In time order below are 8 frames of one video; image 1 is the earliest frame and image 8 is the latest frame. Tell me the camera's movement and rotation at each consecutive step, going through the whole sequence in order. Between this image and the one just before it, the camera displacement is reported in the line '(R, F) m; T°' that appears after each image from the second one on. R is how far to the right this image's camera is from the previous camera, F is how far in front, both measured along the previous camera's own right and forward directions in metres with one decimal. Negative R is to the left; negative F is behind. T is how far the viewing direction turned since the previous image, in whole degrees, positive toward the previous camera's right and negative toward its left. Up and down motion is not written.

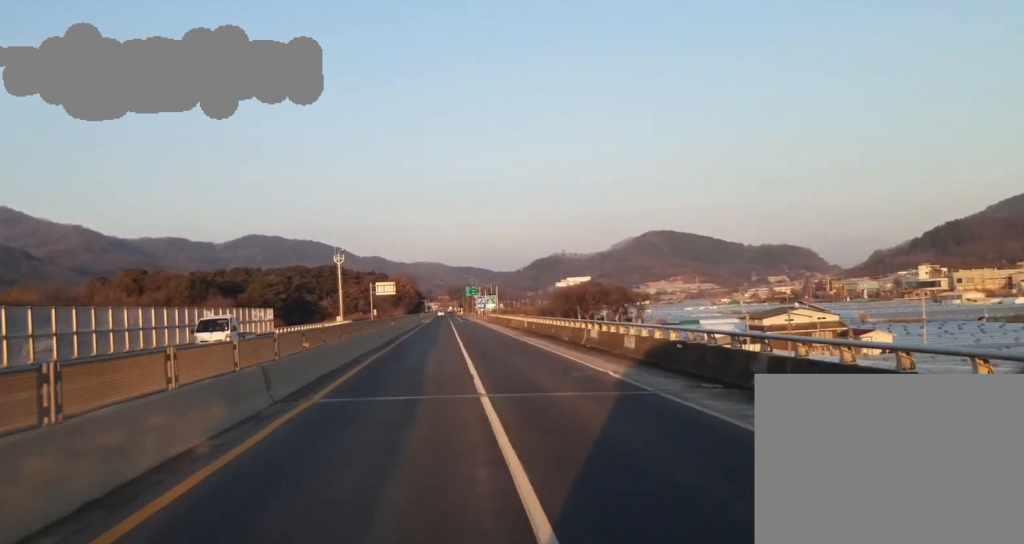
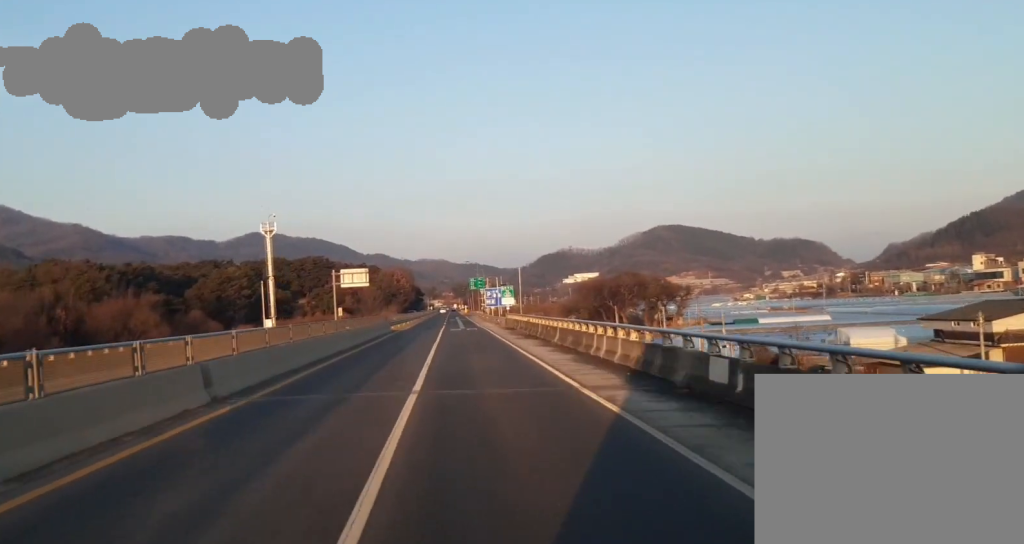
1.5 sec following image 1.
(+0.9, +58.4) m; 0°
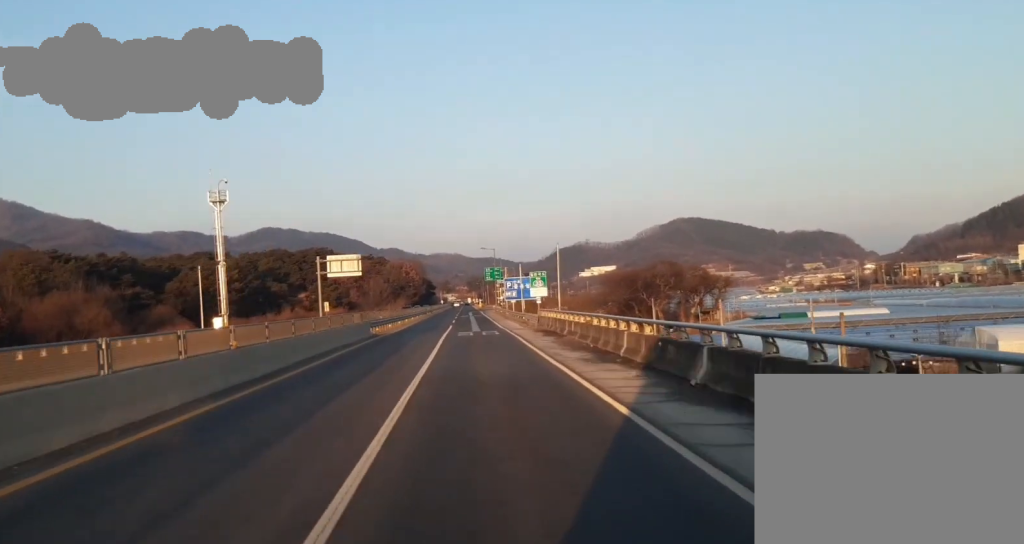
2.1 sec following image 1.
(-0.5, +25.6) m; -1°
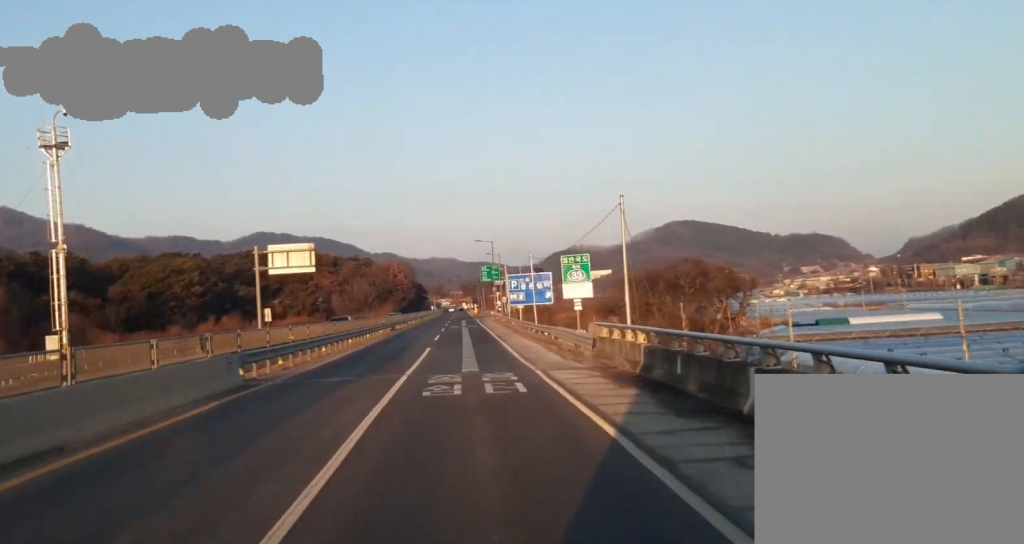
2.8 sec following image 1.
(-0.4, +29.8) m; -1°
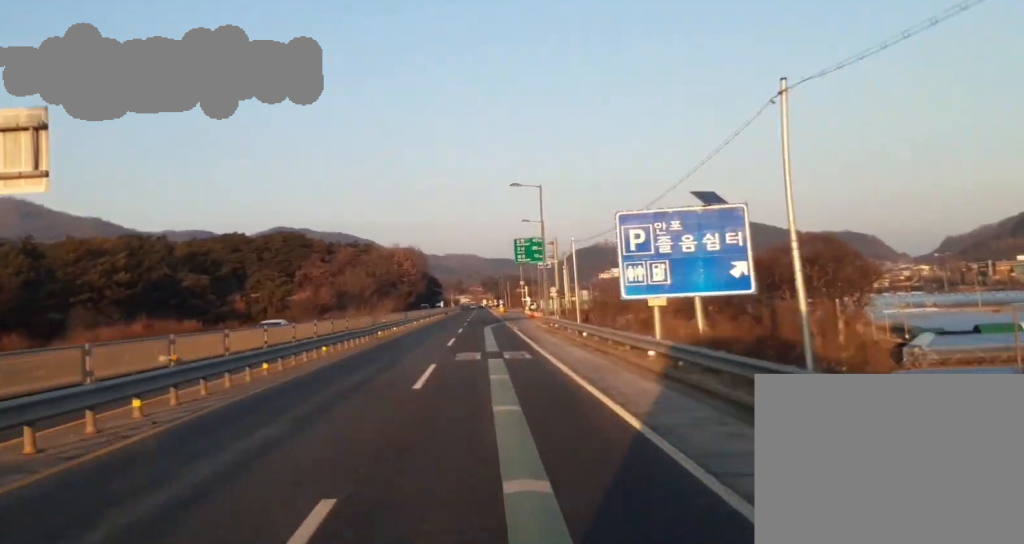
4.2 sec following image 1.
(-0.6, +57.2) m; 0°
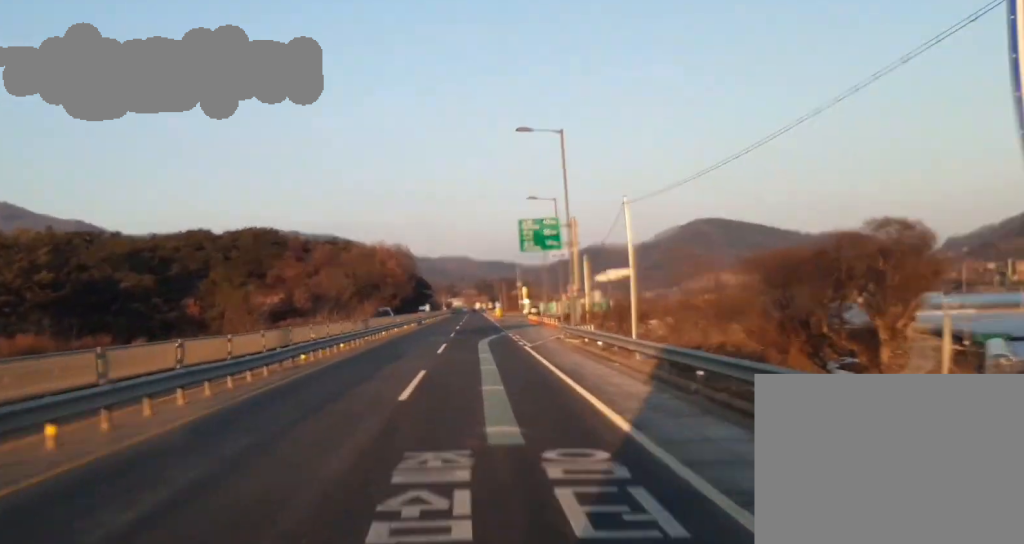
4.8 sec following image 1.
(0.0, +24.5) m; 0°
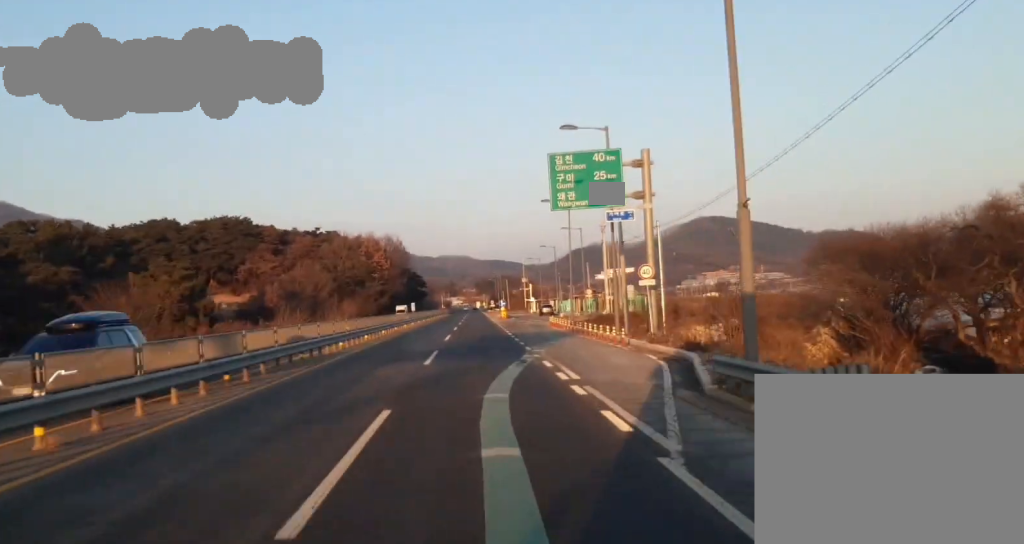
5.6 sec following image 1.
(+0.2, +29.9) m; +1°
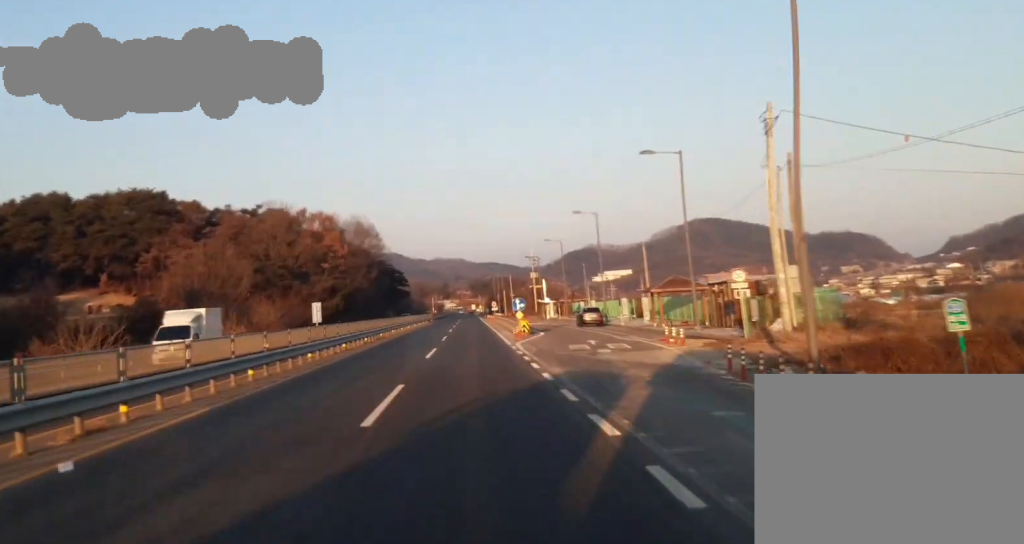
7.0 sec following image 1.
(+0.5, +56.7) m; 0°
